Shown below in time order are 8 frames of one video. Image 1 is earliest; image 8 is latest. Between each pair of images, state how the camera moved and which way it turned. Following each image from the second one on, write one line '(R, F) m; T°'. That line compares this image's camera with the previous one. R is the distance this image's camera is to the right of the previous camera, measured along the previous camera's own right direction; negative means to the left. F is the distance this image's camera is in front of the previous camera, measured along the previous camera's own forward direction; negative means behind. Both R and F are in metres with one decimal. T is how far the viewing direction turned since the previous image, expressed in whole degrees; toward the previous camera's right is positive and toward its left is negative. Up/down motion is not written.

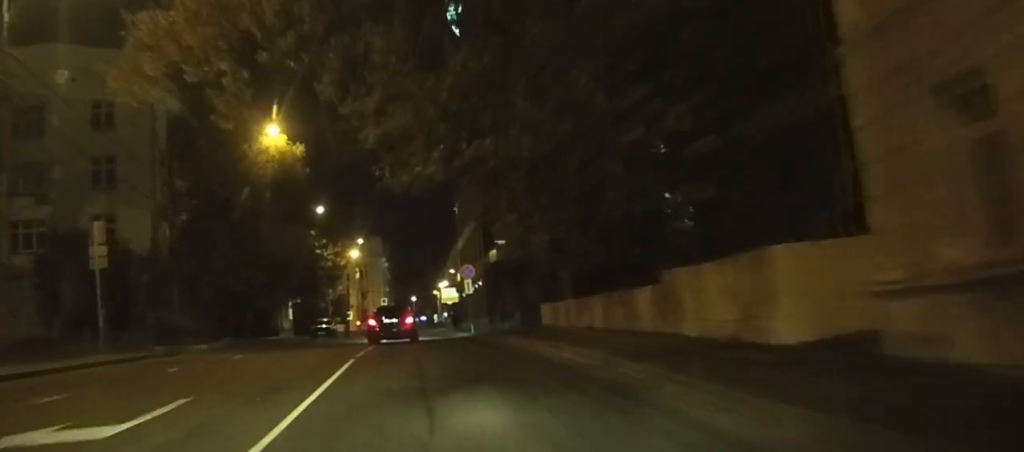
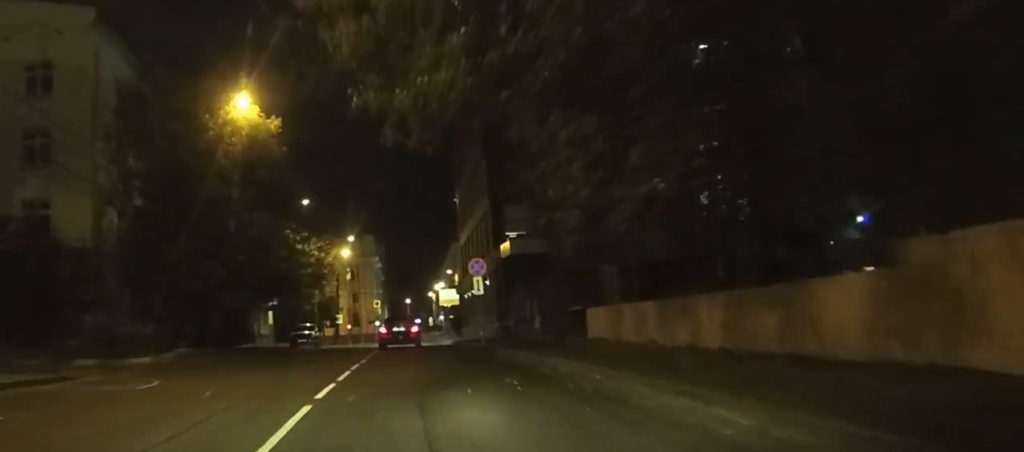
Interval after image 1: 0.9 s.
(0.0, +8.6) m; 0°
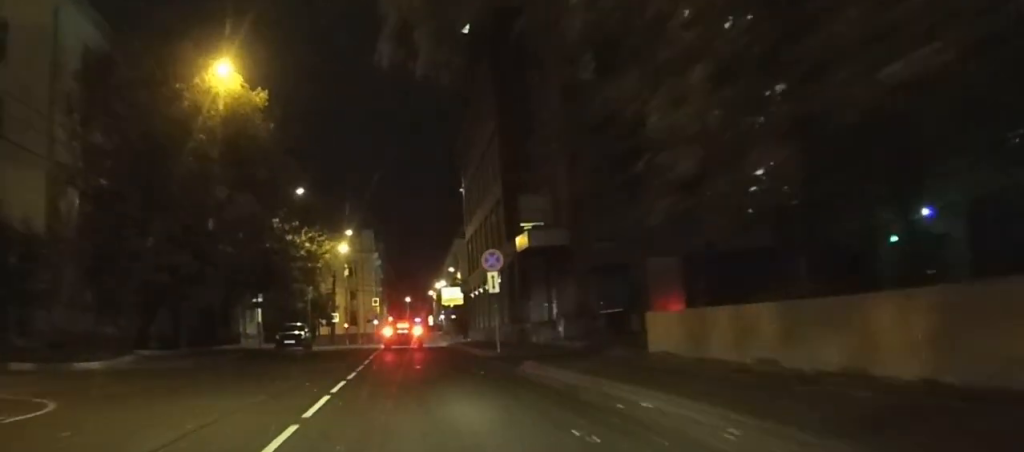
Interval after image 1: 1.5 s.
(0.0, +5.6) m; 0°
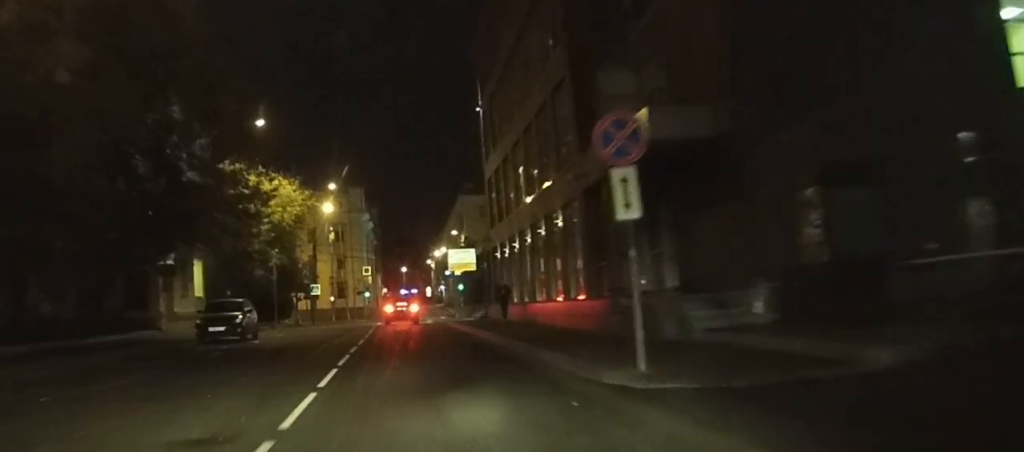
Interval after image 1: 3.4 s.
(+0.2, +17.9) m; +1°
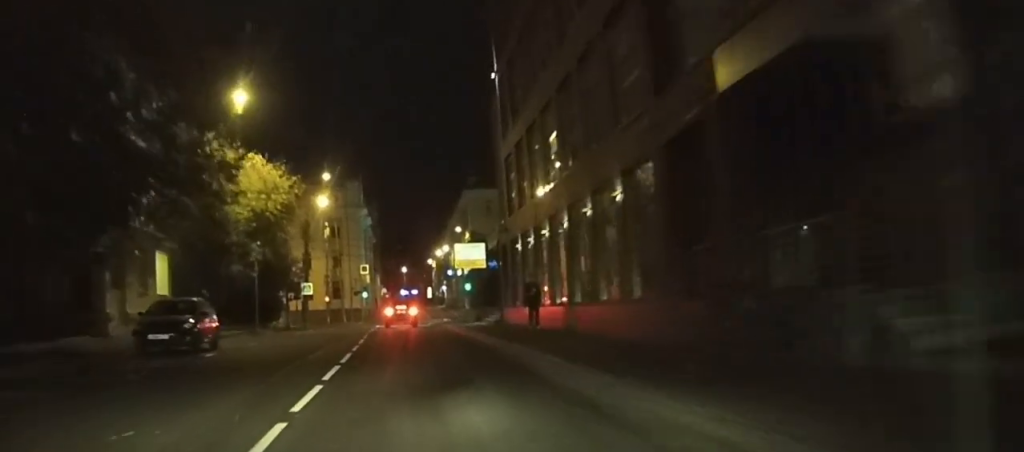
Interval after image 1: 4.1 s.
(-0.1, +7.3) m; -1°
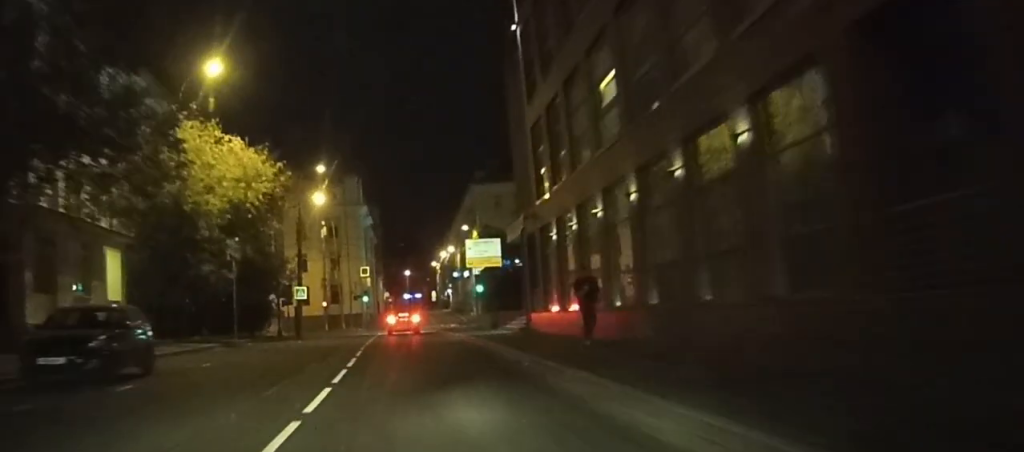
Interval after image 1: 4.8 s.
(-0.1, +7.5) m; -1°
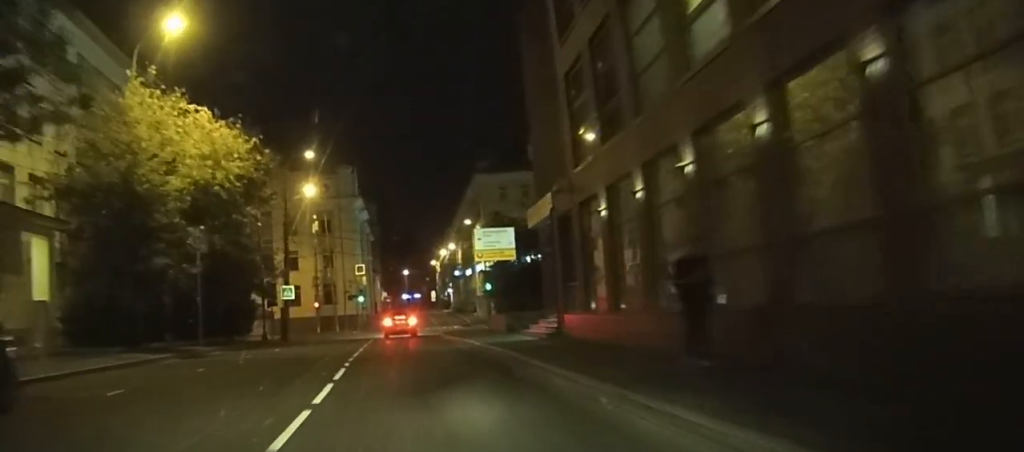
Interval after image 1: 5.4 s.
(0.0, +7.0) m; 0°
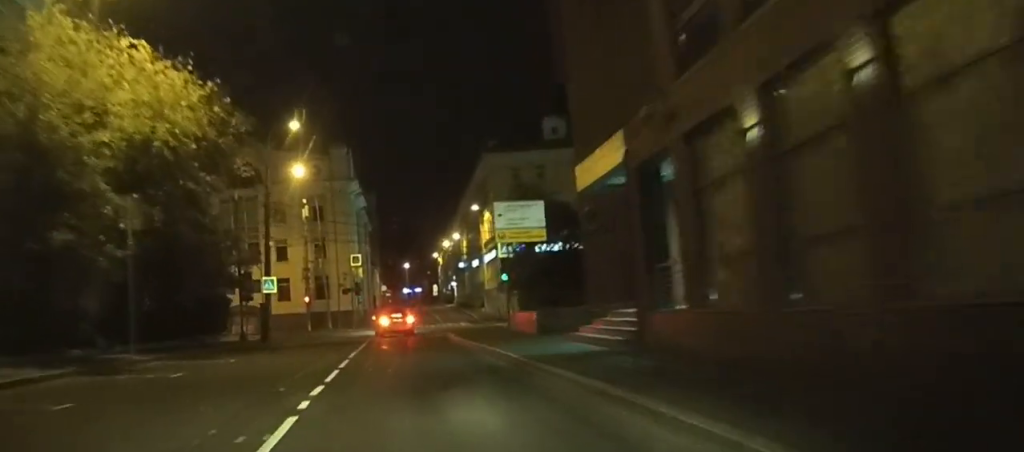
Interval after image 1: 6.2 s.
(-0.1, +8.9) m; 0°
